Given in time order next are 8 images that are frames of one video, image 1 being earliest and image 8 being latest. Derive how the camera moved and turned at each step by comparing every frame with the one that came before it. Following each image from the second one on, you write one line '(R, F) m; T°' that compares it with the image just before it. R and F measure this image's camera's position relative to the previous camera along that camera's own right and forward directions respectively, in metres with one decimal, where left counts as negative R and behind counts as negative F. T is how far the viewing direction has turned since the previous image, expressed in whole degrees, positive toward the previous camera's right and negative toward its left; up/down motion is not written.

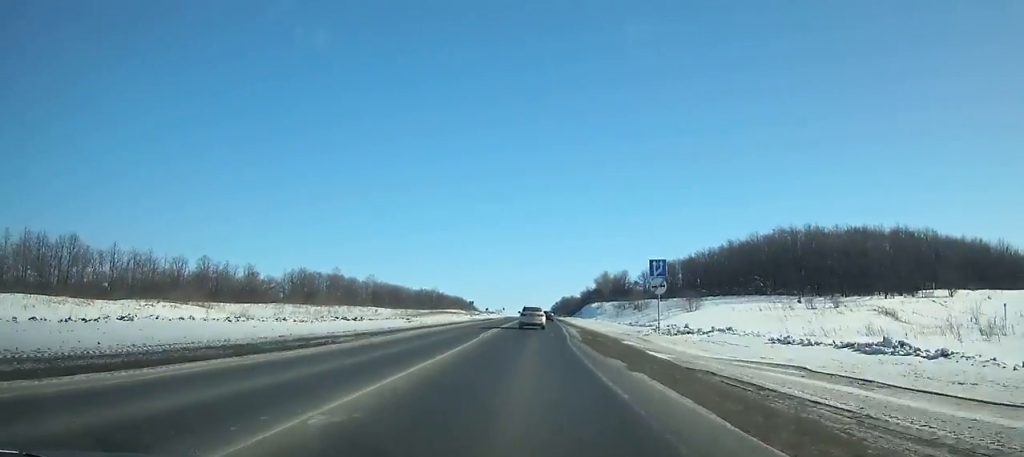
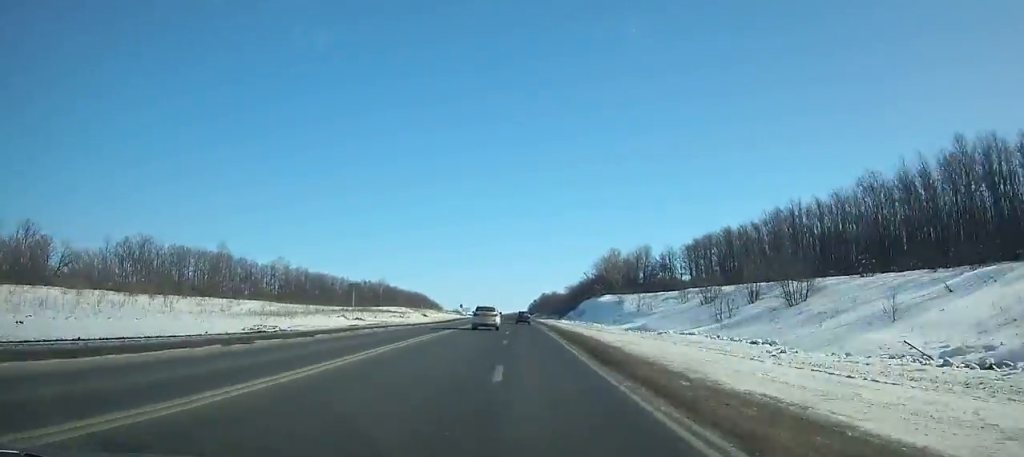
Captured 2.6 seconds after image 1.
(+0.5, +77.7) m; +1°
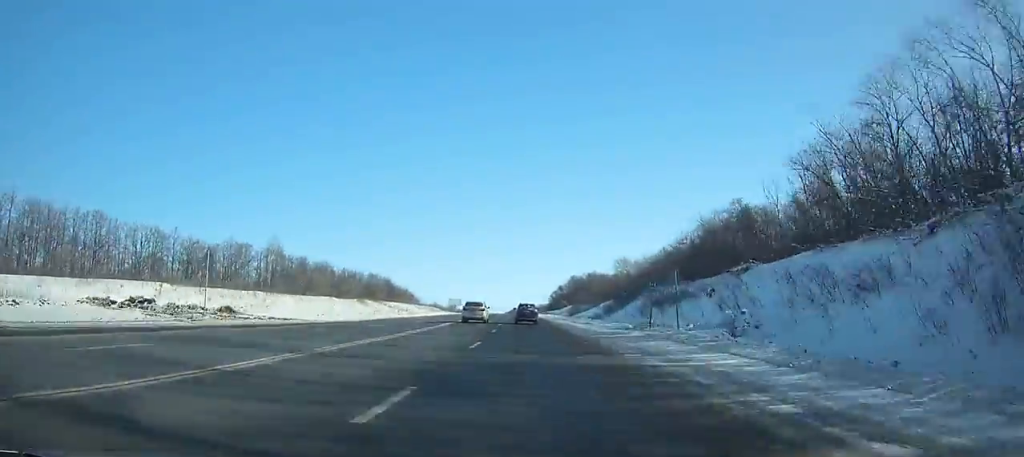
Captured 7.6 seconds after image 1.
(0.0, +145.4) m; -1°
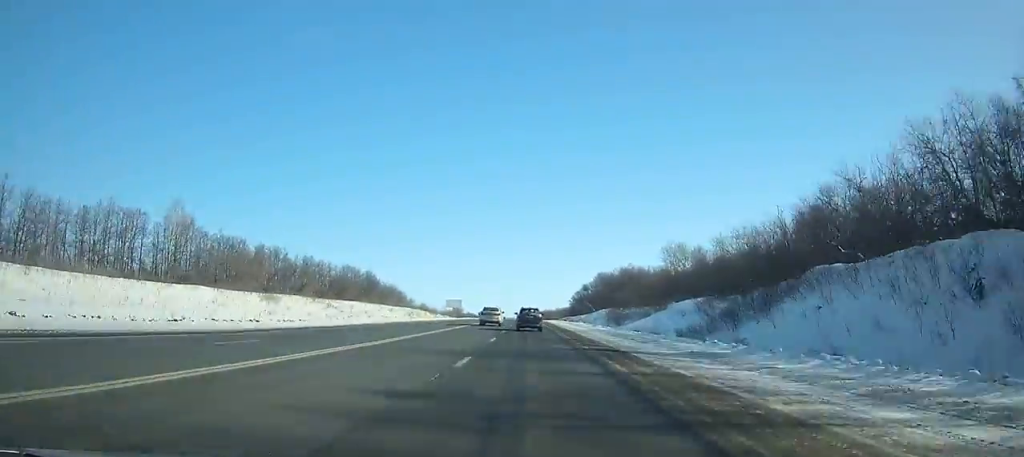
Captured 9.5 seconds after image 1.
(-0.8, +52.8) m; -1°
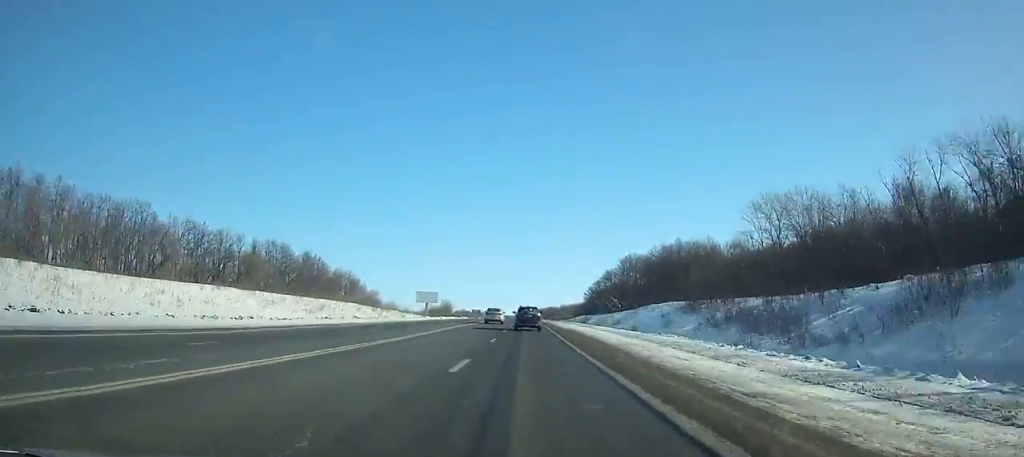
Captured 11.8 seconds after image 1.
(-0.5, +63.2) m; -1°
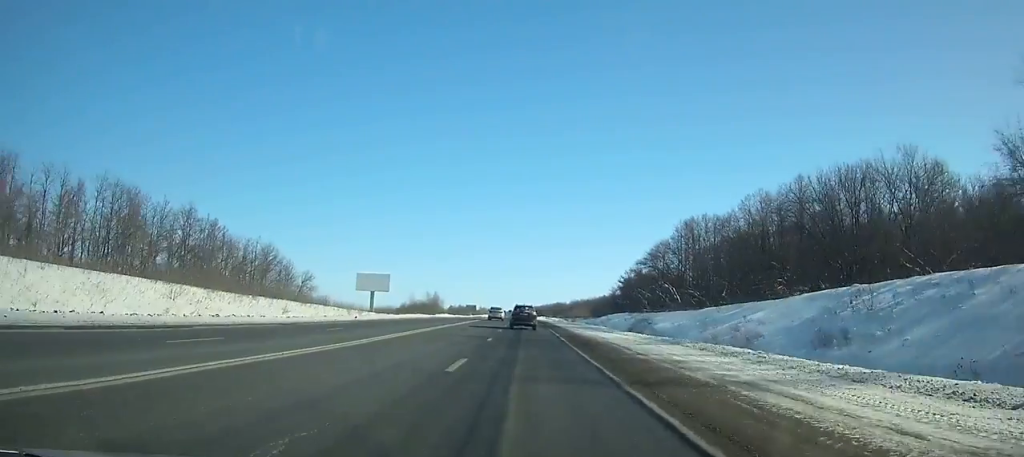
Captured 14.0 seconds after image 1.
(-0.2, +59.5) m; 0°
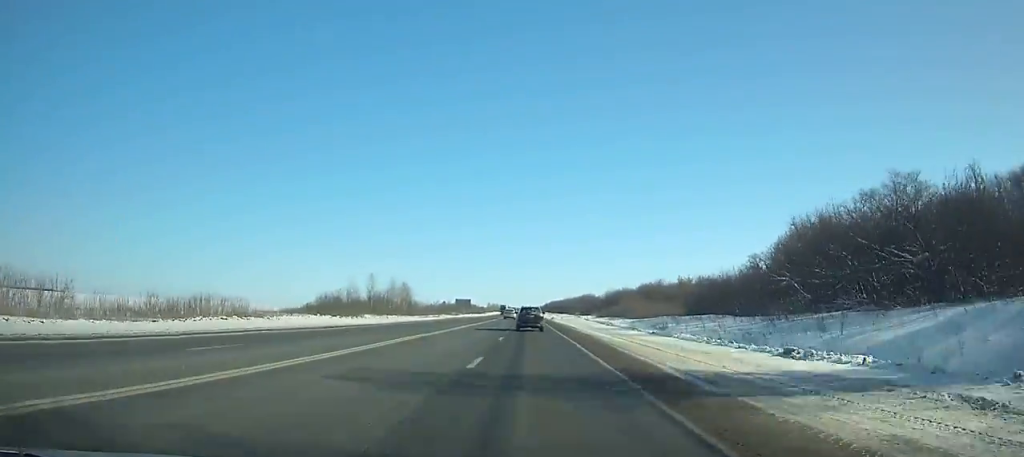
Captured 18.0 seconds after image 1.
(-0.9, +107.1) m; -1°
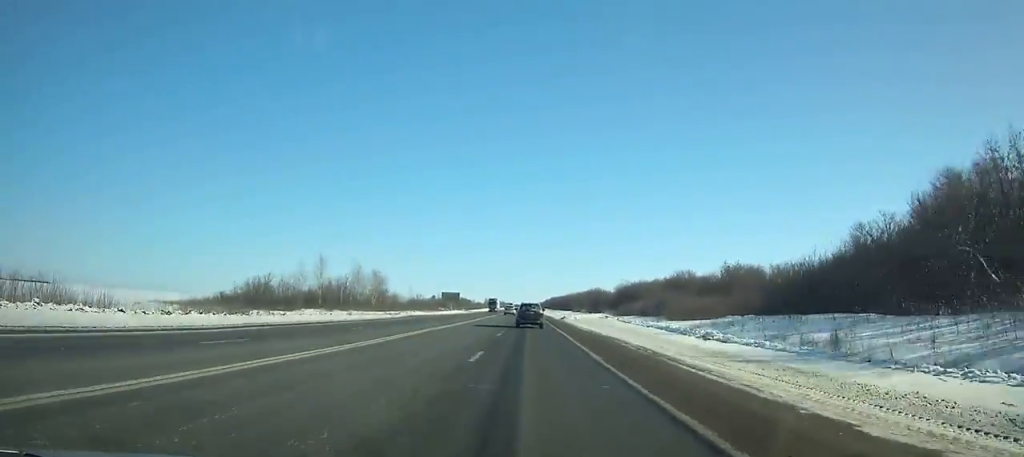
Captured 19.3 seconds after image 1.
(-0.2, +34.8) m; 0°
